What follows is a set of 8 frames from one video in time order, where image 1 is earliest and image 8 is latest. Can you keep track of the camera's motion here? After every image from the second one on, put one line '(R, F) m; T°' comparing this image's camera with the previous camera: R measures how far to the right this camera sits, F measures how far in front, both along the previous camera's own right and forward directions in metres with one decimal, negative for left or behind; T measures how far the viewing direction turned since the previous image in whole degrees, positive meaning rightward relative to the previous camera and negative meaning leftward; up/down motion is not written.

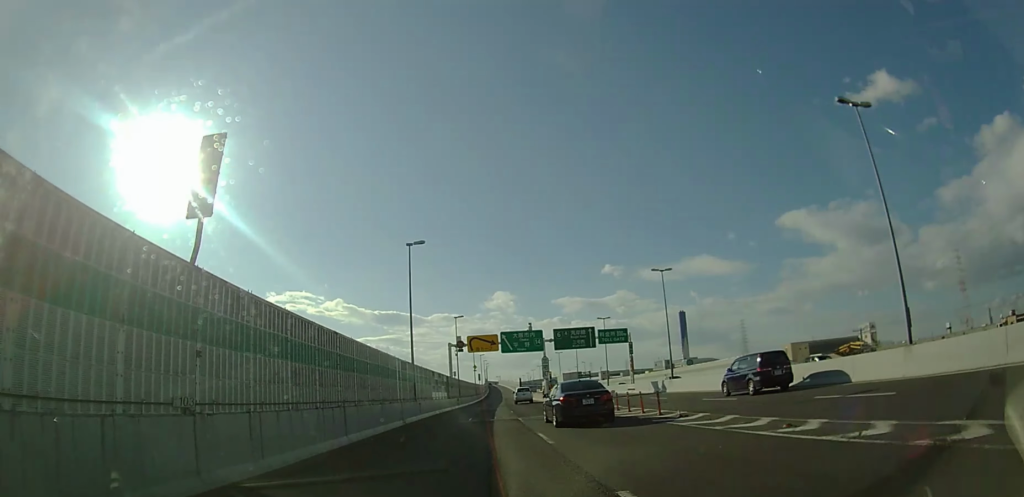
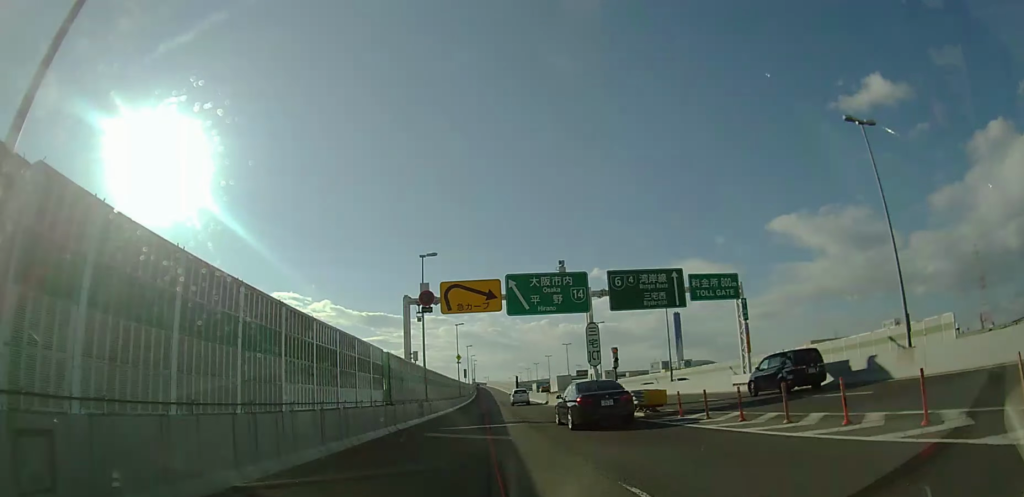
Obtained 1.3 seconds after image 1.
(+0.5, +27.8) m; +2°
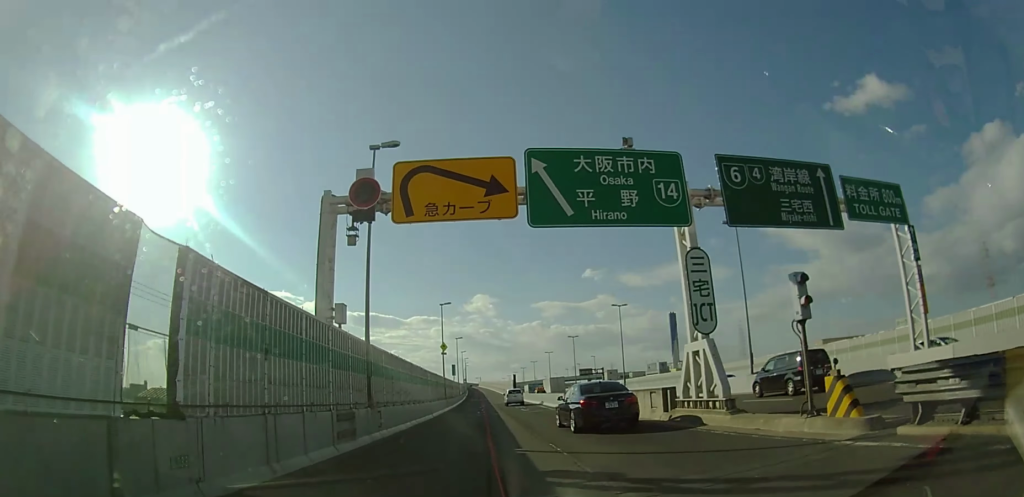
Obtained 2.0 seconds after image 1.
(+0.2, +15.5) m; +1°
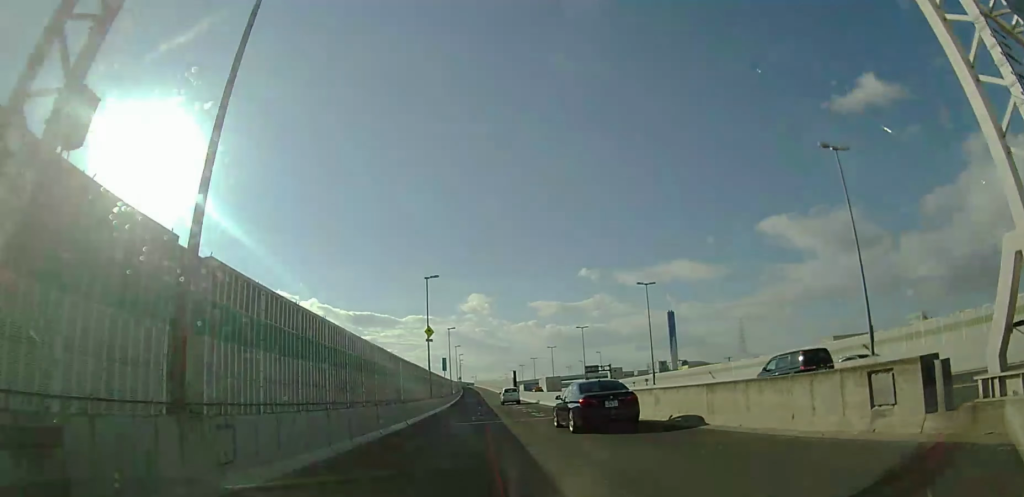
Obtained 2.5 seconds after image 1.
(-0.1, +11.8) m; 0°
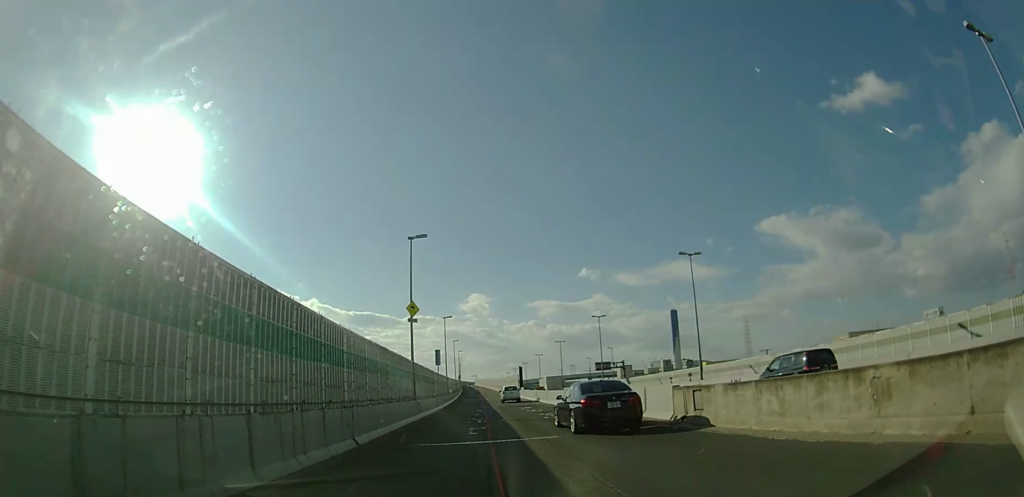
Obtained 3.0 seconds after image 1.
(0.0, +10.4) m; 0°
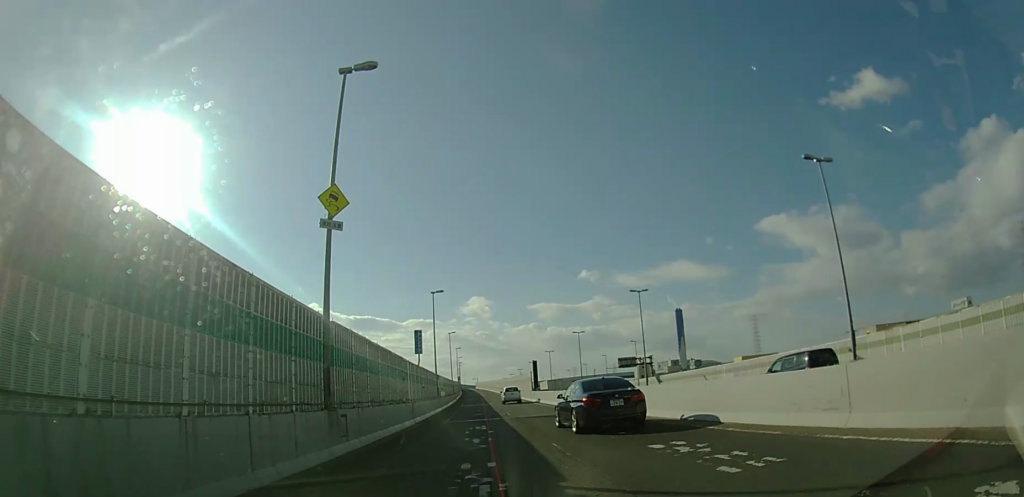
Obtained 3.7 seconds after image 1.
(+0.2, +17.0) m; +1°
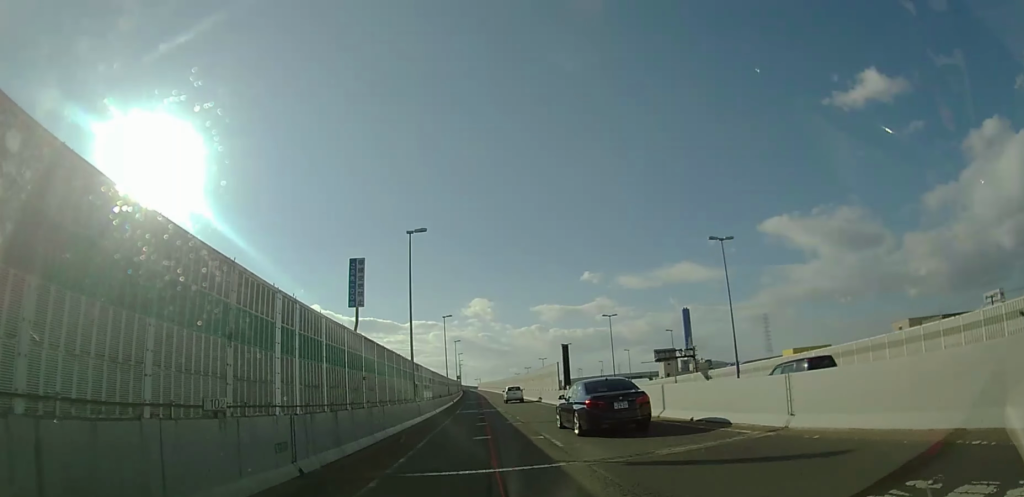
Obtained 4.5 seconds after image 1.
(-0.1, +17.8) m; -1°
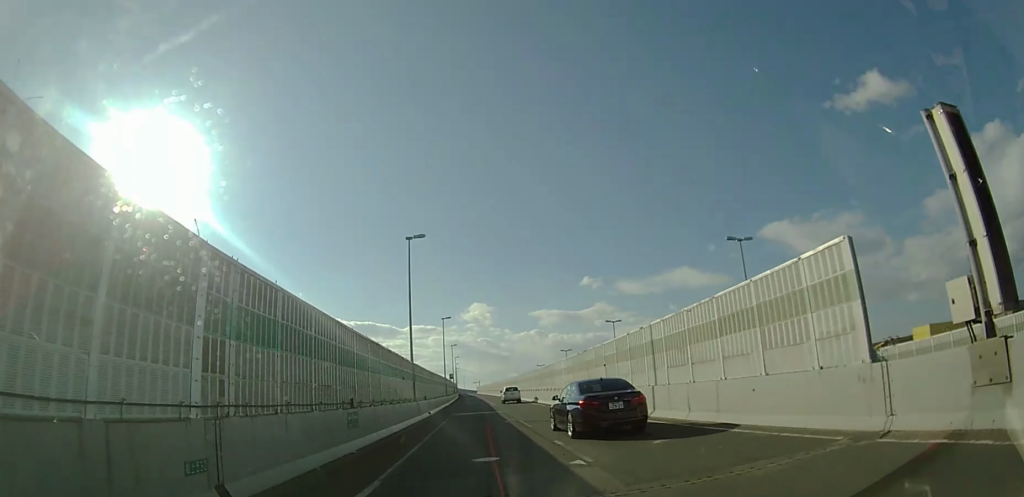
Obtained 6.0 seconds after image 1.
(-0.2, +32.7) m; 0°
